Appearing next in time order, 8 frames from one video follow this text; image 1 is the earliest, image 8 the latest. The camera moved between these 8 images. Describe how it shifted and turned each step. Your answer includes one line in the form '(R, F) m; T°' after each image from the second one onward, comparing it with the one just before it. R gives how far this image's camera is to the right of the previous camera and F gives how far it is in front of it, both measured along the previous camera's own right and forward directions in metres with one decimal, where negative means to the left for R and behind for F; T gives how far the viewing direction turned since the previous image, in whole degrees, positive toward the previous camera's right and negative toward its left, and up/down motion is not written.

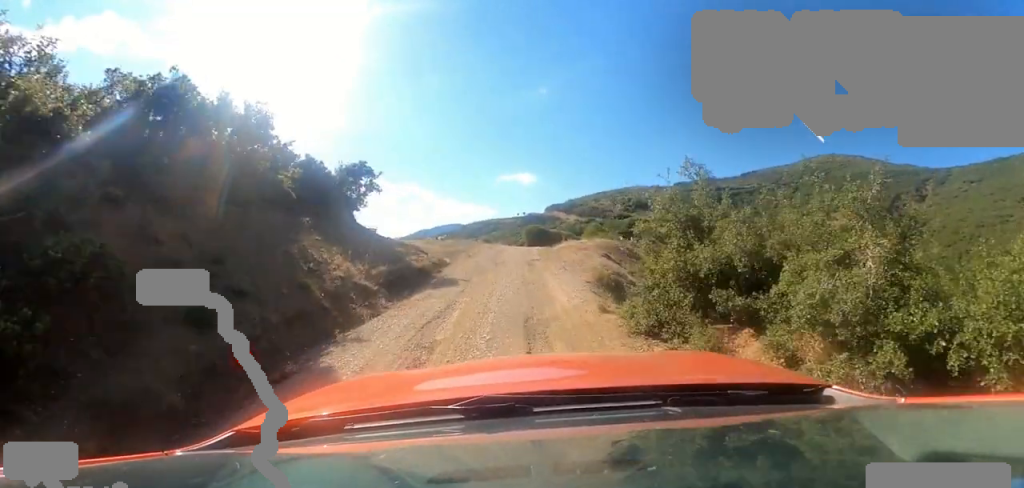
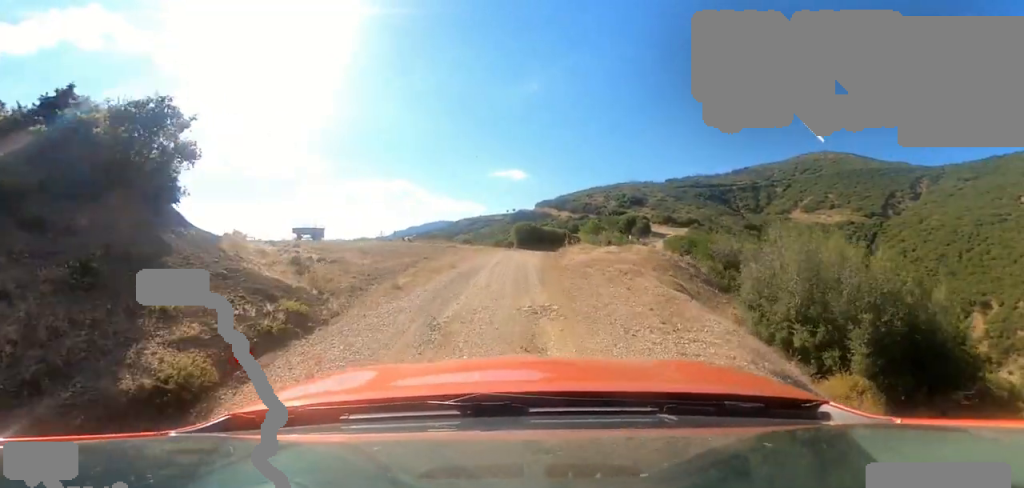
(0.0, +8.1) m; -2°
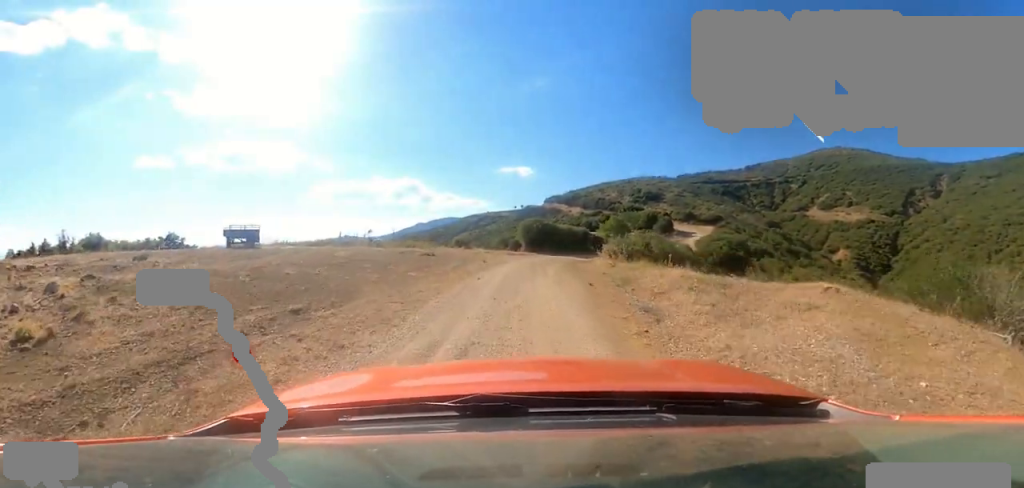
(-0.6, +8.7) m; -5°
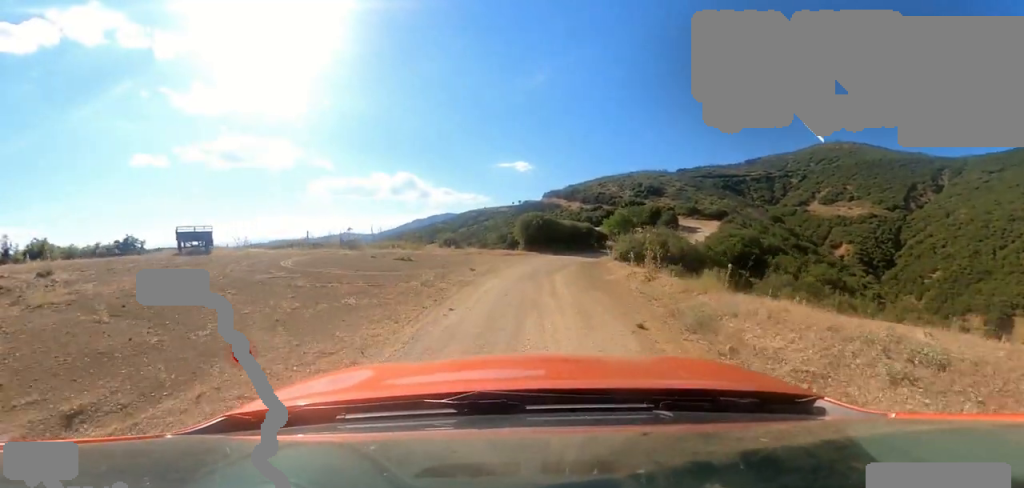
(-0.5, +3.5) m; 0°
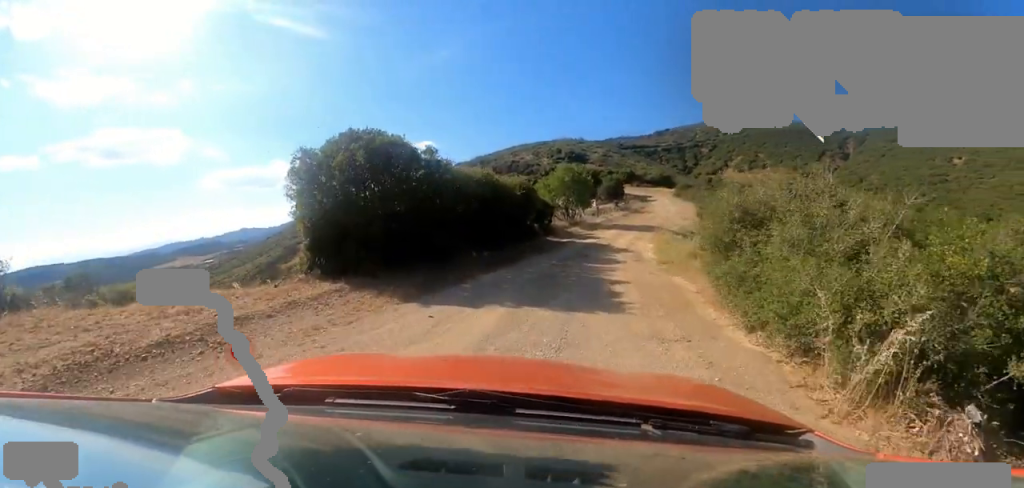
(+6.2, +22.0) m; +24°
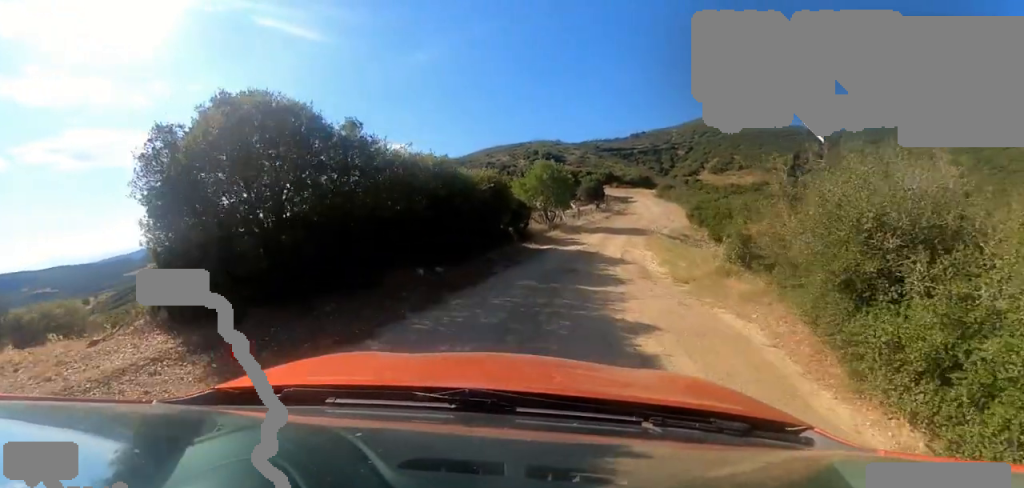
(+0.1, +3.2) m; +4°
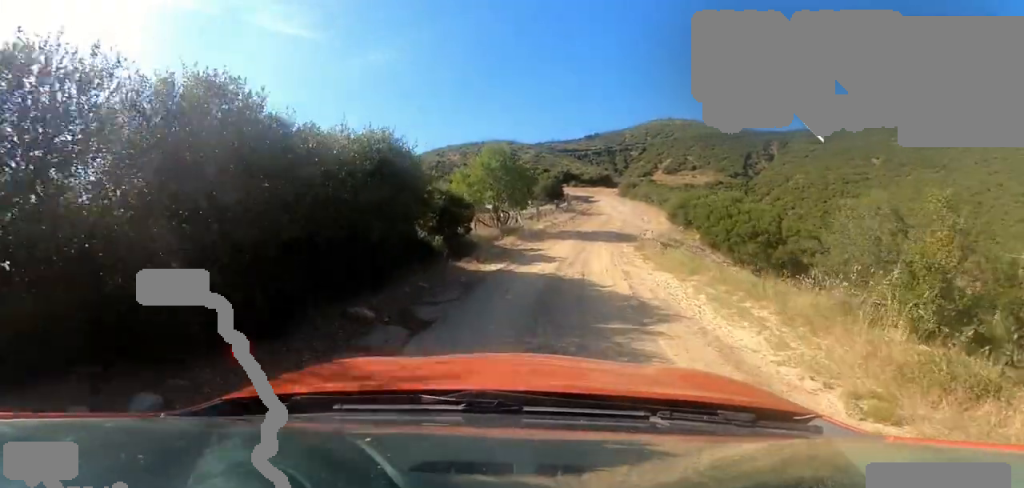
(0.0, +6.0) m; +8°
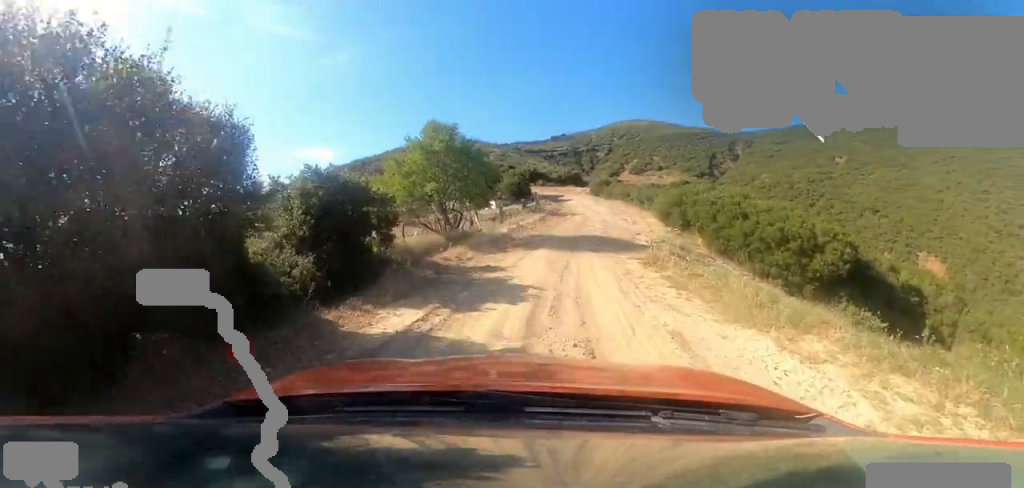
(+0.7, +5.0) m; +5°
